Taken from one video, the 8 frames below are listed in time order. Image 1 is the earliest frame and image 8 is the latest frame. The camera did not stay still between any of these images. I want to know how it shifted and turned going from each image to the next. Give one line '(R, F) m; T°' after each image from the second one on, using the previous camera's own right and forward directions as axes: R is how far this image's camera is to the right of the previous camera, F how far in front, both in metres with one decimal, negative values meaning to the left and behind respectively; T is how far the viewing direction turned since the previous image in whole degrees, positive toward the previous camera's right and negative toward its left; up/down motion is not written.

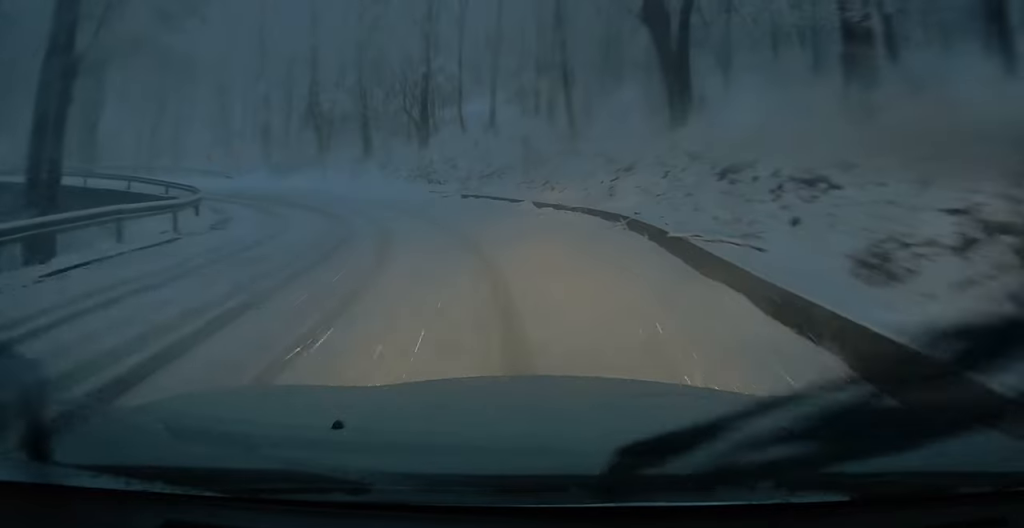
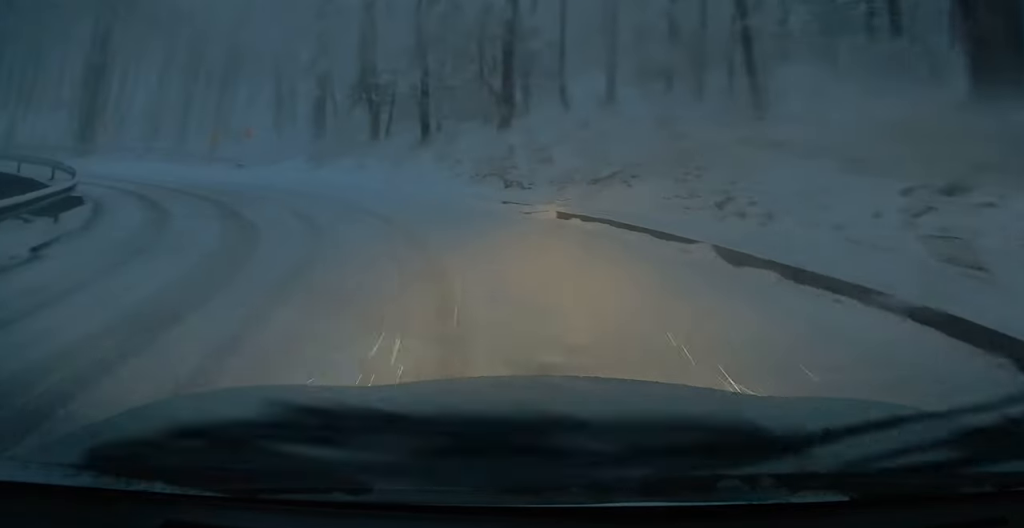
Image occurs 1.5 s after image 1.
(-0.6, +11.4) m; -11°
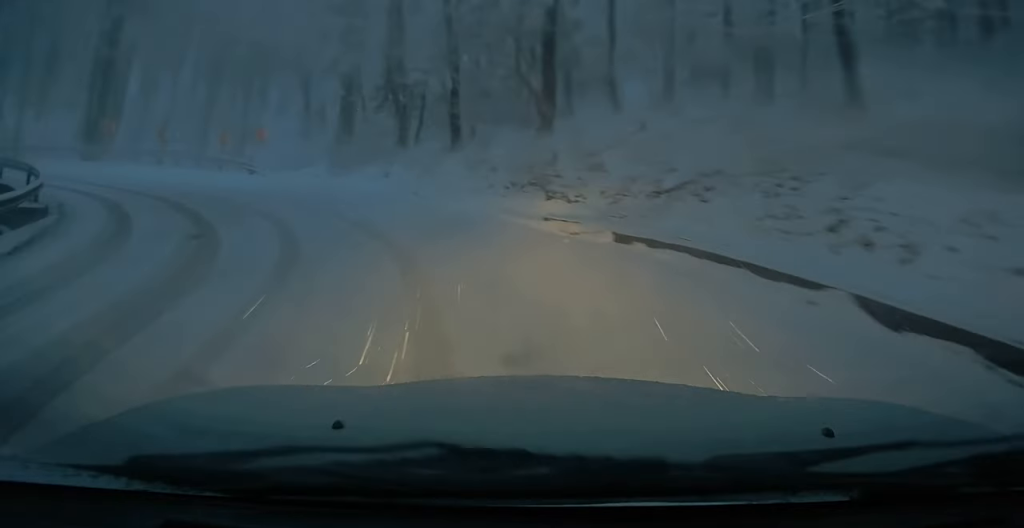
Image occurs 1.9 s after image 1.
(+0.2, +3.0) m; -5°
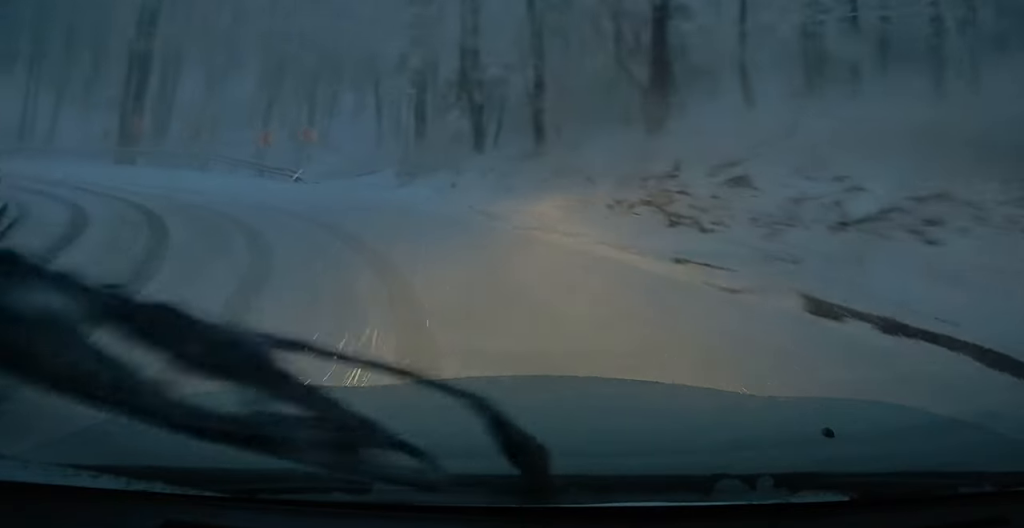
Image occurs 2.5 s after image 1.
(-0.6, +4.3) m; -12°
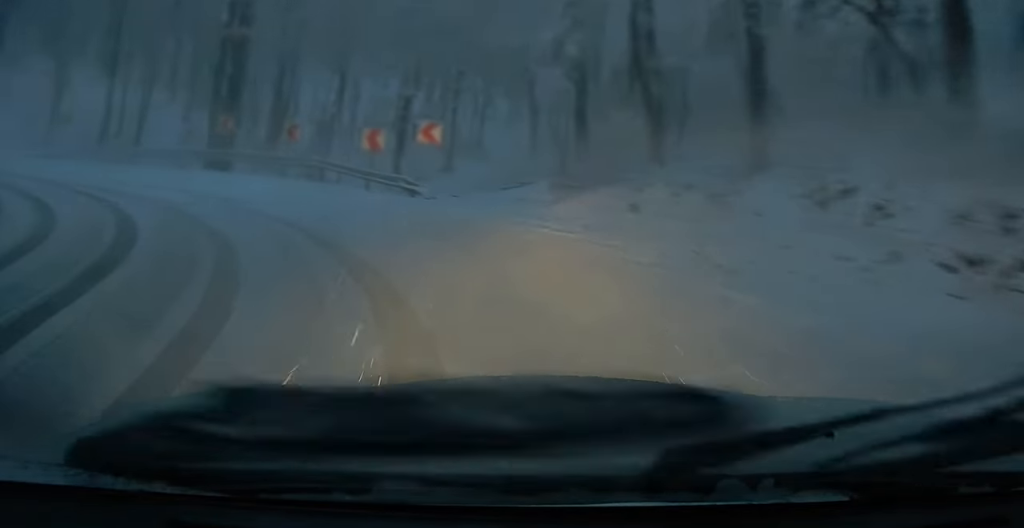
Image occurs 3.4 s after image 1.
(-0.9, +5.7) m; -17°
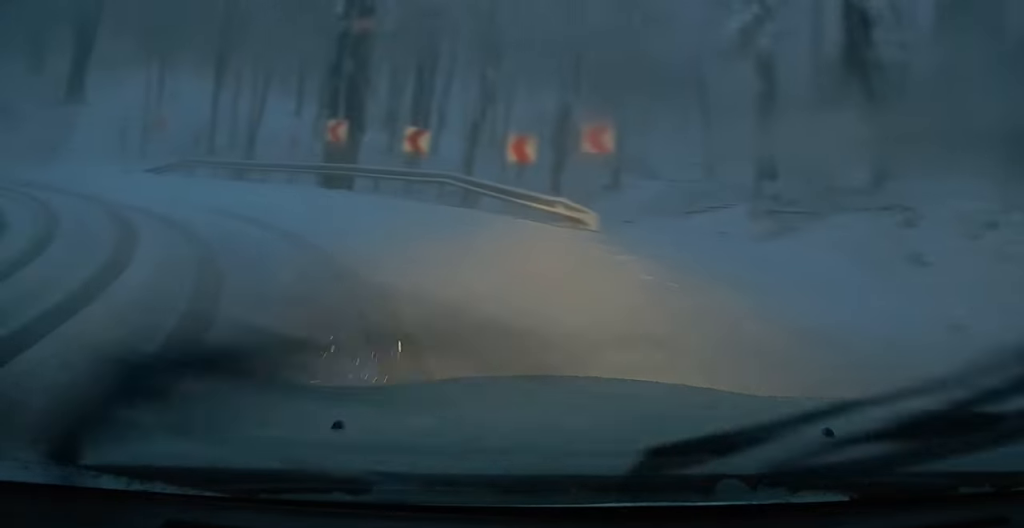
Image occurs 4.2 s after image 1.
(-0.5, +4.5) m; -13°
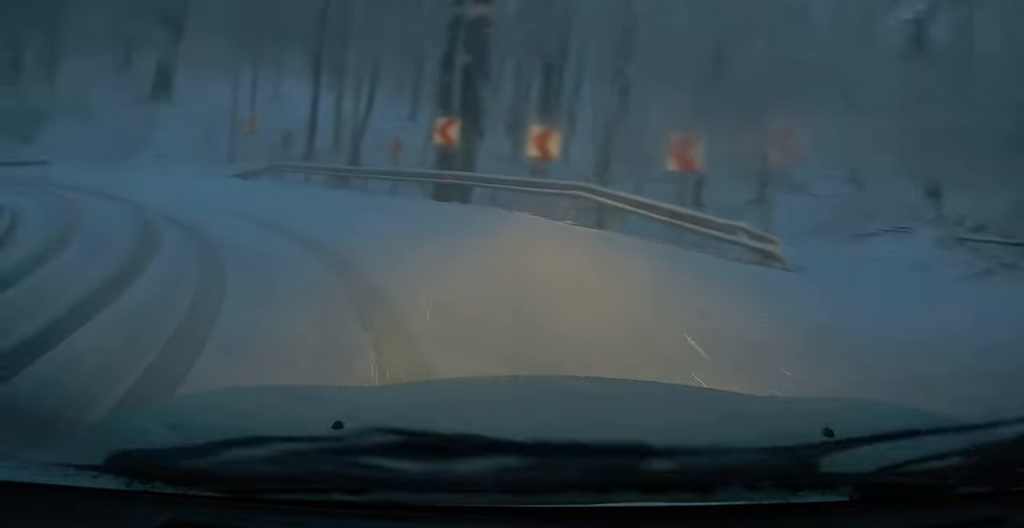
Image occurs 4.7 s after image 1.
(-0.3, +3.5) m; -7°
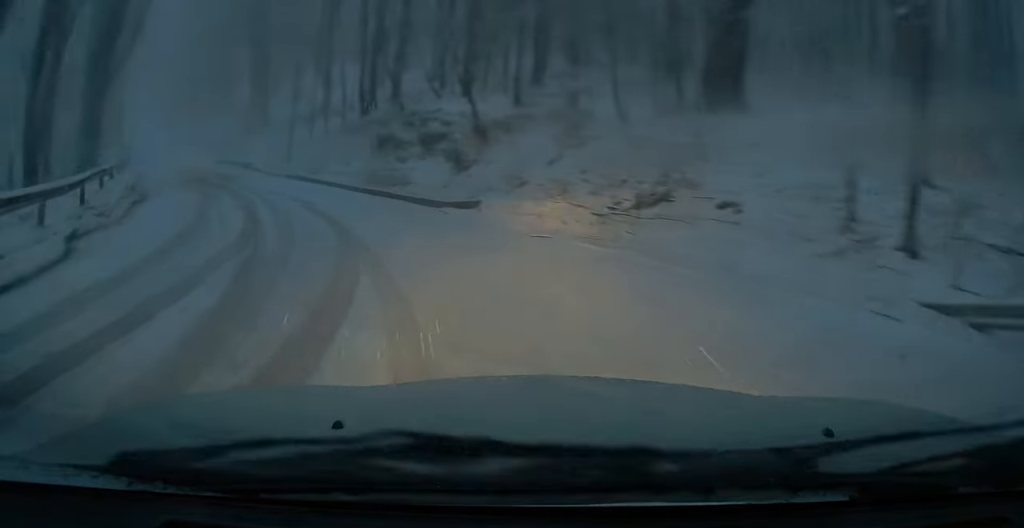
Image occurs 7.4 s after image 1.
(-5.6, +20.1) m; -25°
